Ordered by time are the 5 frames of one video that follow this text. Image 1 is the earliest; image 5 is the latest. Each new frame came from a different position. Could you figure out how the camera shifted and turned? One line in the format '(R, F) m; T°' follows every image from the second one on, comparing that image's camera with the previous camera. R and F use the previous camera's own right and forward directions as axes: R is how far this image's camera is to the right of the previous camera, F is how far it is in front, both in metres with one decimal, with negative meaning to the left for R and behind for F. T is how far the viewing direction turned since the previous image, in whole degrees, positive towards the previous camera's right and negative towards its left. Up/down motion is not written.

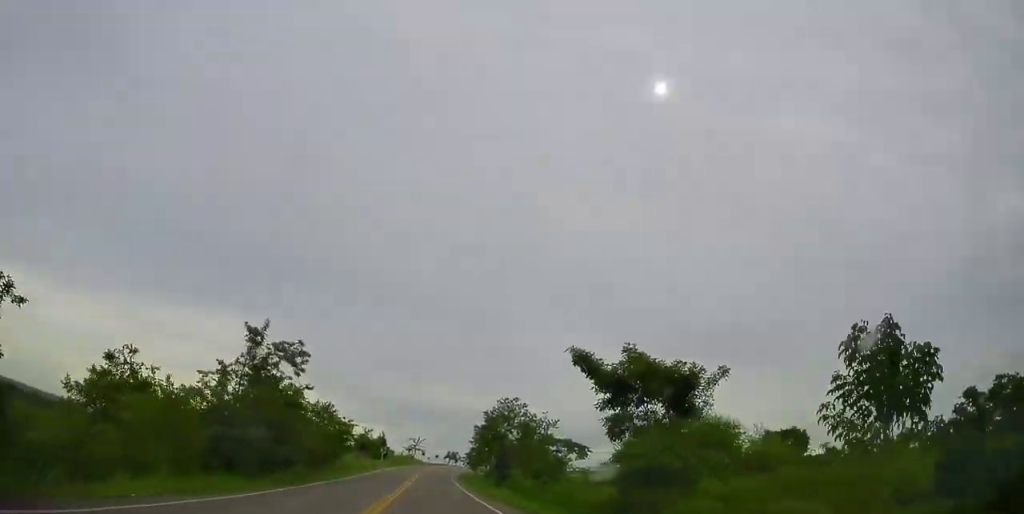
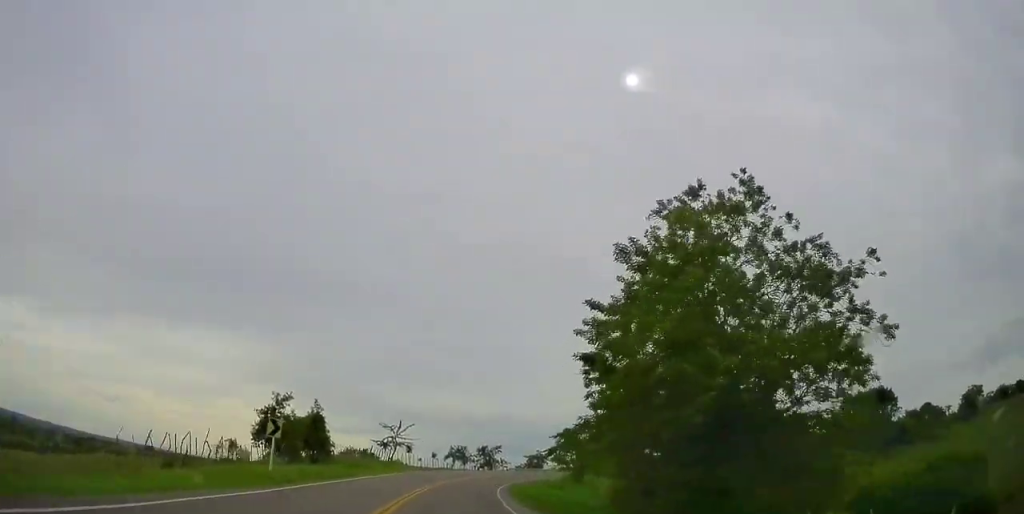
(-2.5, +50.5) m; -3°
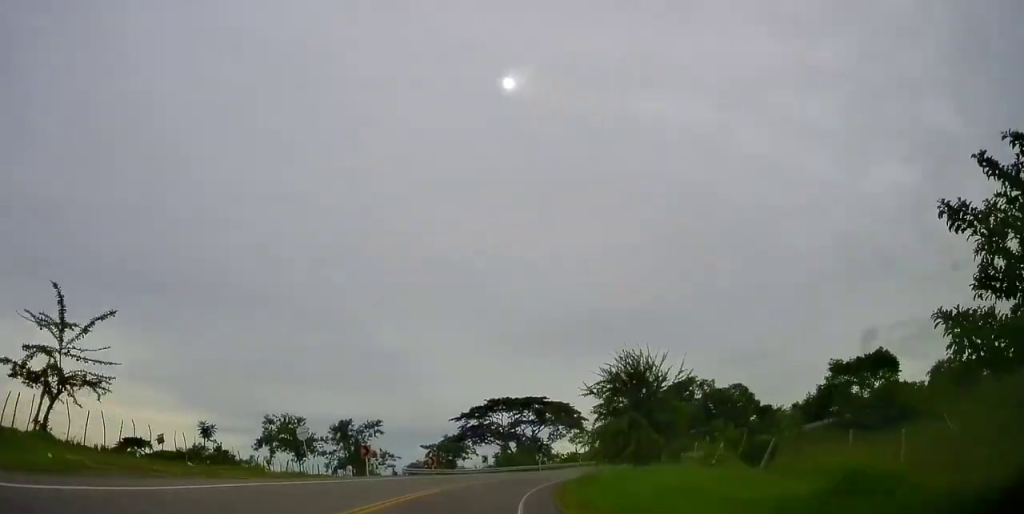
(+0.5, +51.1) m; +5°
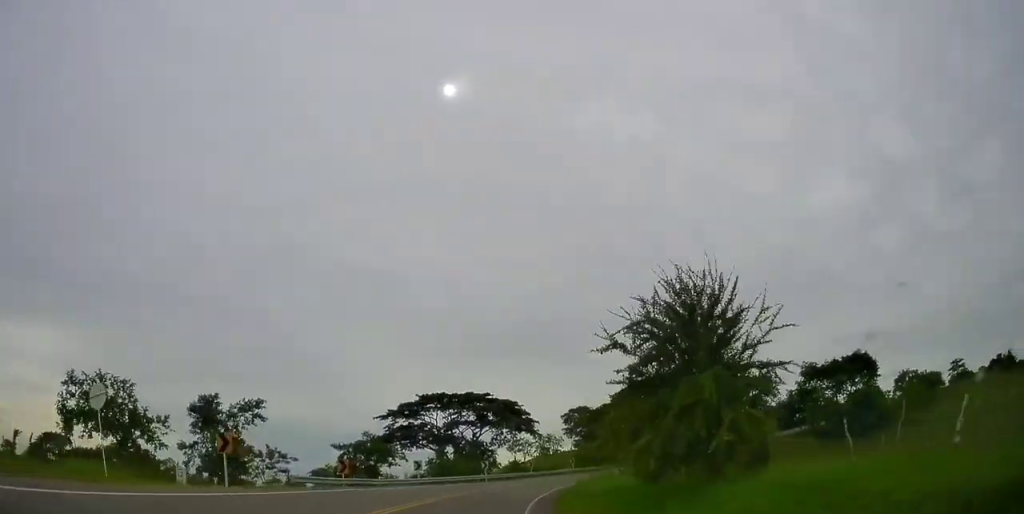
(+0.9, +15.9) m; +6°
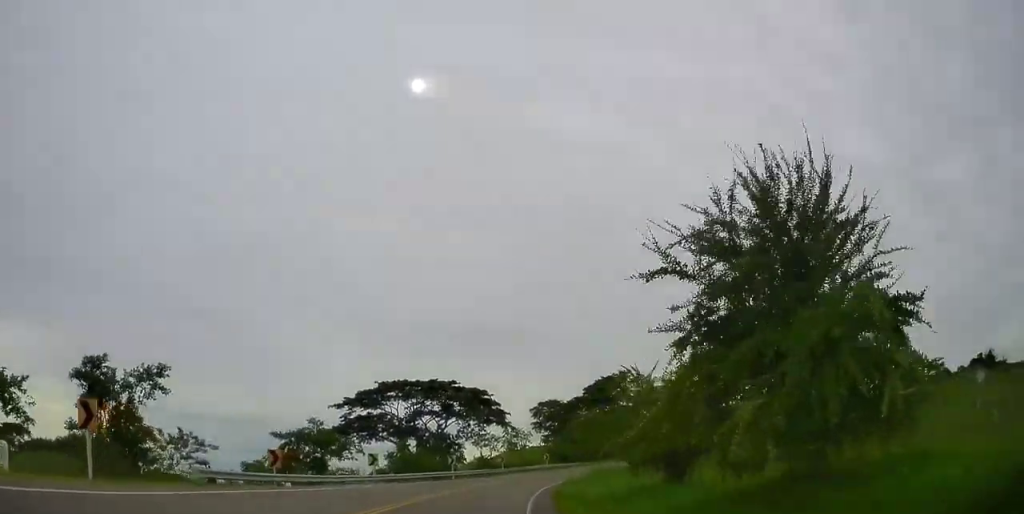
(+0.3, +7.4) m; +3°
